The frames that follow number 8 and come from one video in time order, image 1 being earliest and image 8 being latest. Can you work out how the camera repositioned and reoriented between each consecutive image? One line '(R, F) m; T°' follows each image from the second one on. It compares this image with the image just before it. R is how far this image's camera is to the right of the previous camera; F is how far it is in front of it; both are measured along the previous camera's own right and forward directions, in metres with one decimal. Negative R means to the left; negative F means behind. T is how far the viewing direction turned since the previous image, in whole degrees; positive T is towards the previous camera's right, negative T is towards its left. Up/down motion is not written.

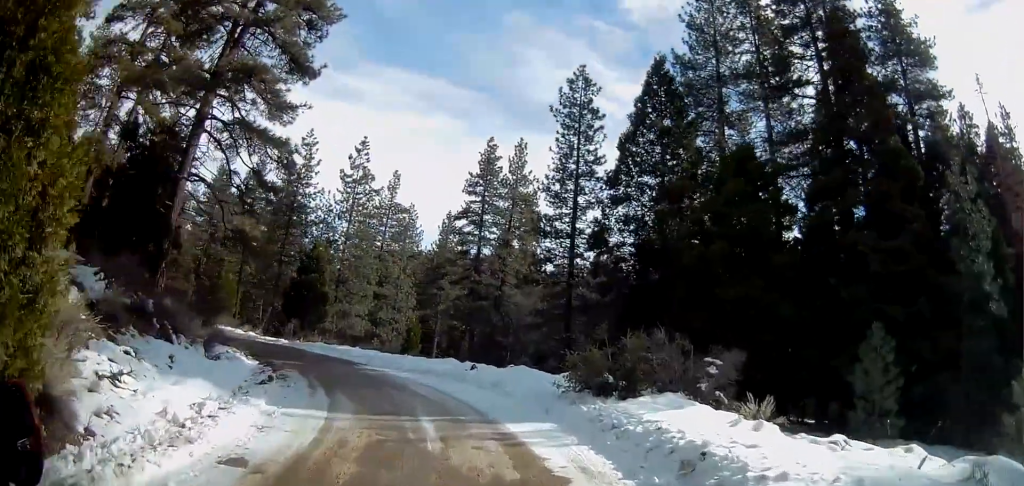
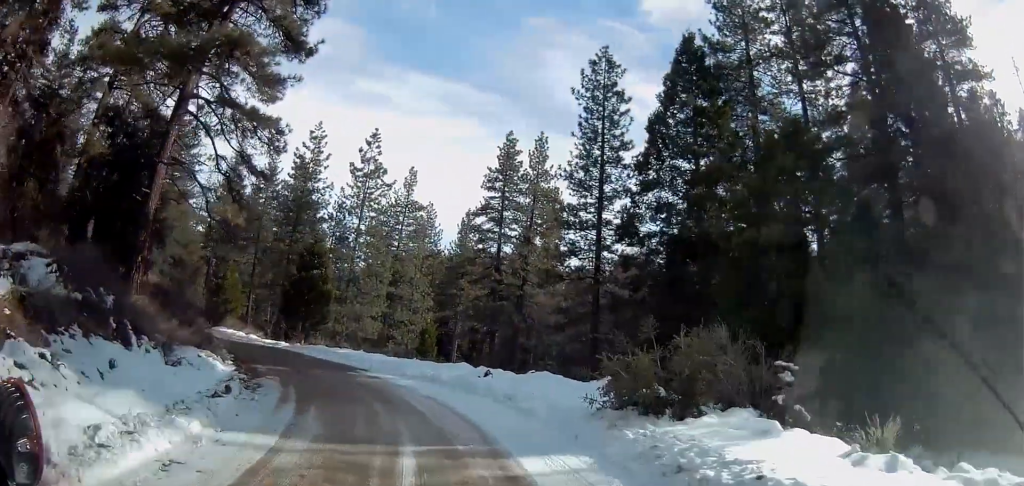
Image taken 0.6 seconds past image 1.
(+0.3, +3.7) m; -2°
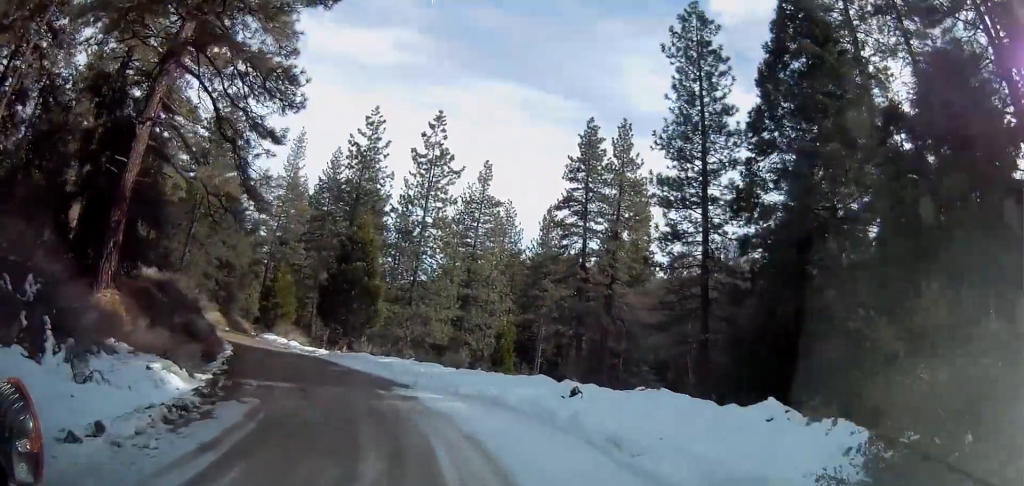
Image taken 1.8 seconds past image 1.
(-0.9, +7.1) m; -13°
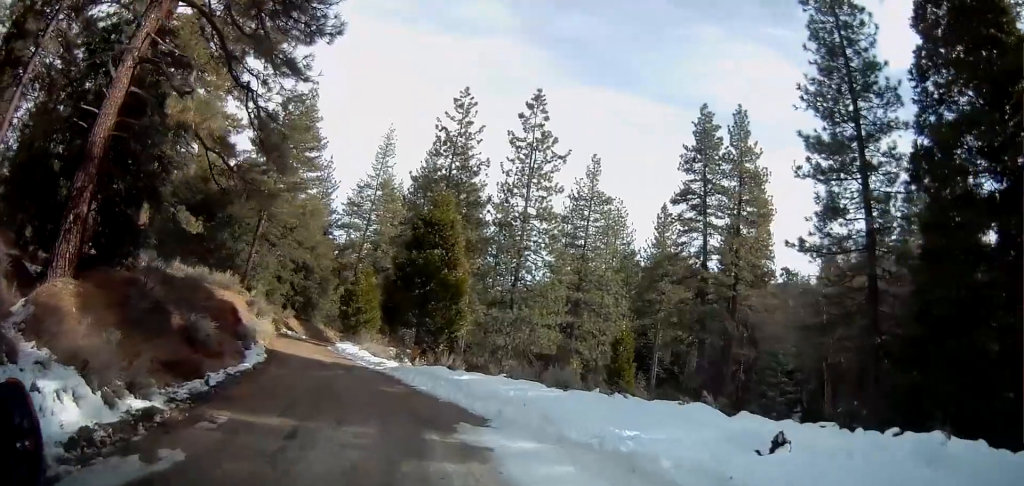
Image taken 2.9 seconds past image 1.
(-0.7, +6.9) m; -9°
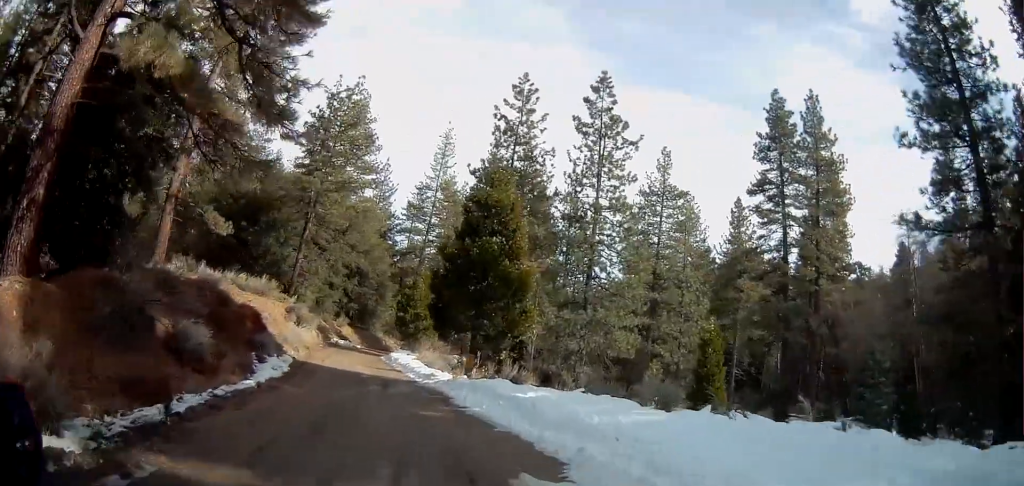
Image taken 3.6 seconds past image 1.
(0.0, +3.9) m; -6°
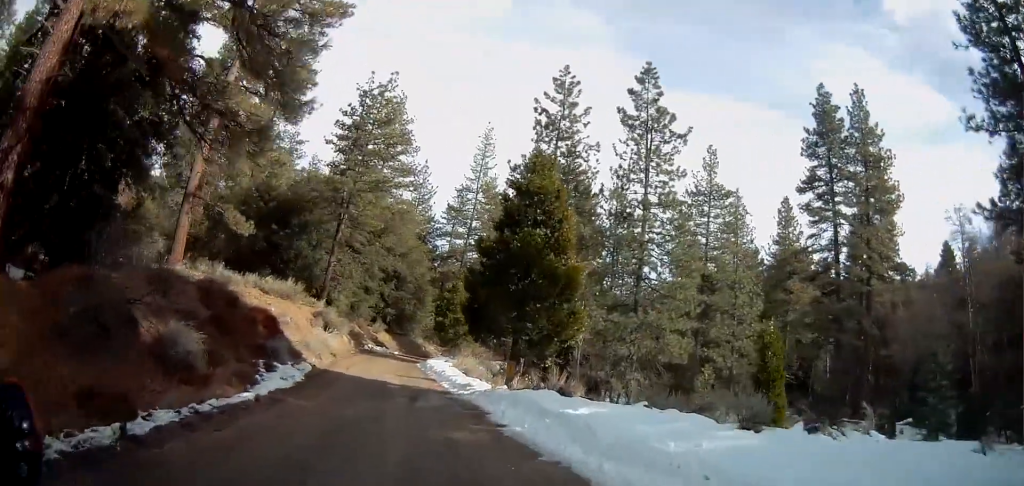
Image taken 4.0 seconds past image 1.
(-0.2, +2.3) m; -5°
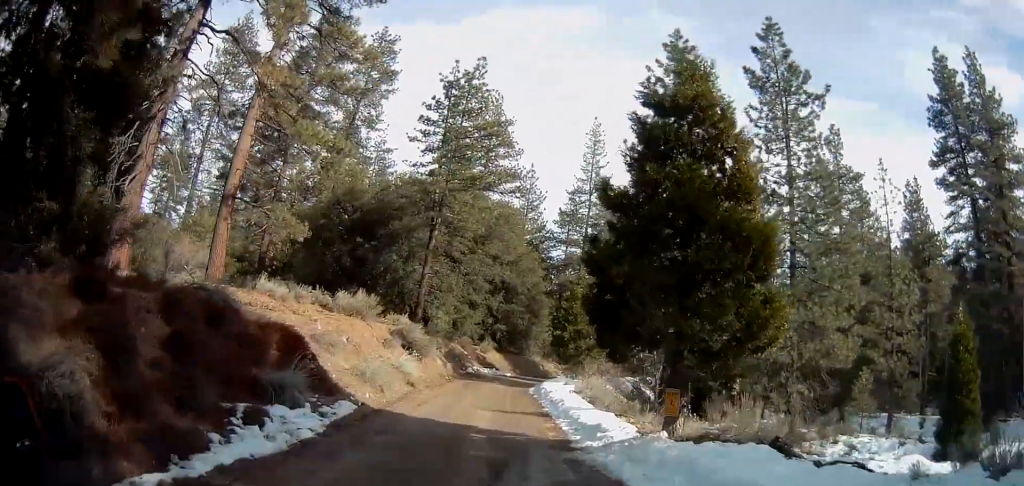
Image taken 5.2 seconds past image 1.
(-0.9, +6.8) m; -13°
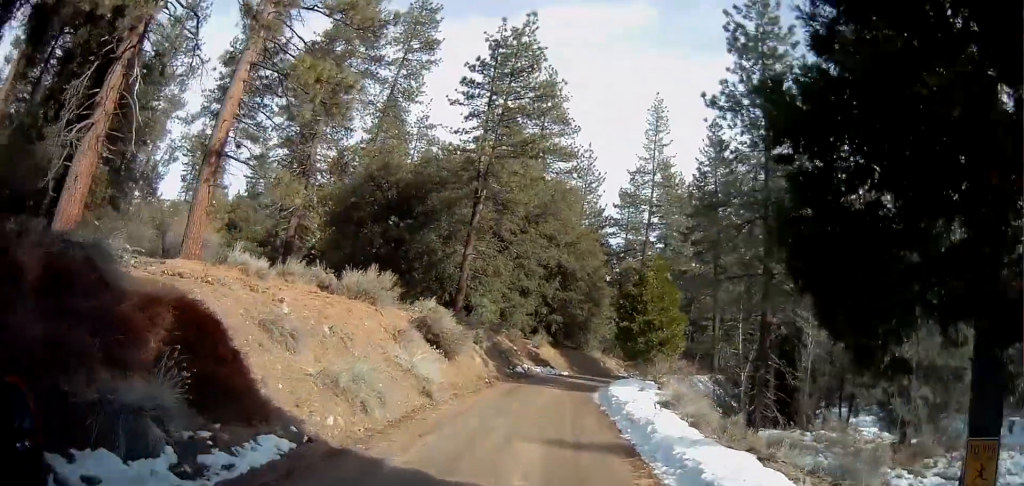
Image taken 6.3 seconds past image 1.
(-0.5, +6.6) m; -7°
